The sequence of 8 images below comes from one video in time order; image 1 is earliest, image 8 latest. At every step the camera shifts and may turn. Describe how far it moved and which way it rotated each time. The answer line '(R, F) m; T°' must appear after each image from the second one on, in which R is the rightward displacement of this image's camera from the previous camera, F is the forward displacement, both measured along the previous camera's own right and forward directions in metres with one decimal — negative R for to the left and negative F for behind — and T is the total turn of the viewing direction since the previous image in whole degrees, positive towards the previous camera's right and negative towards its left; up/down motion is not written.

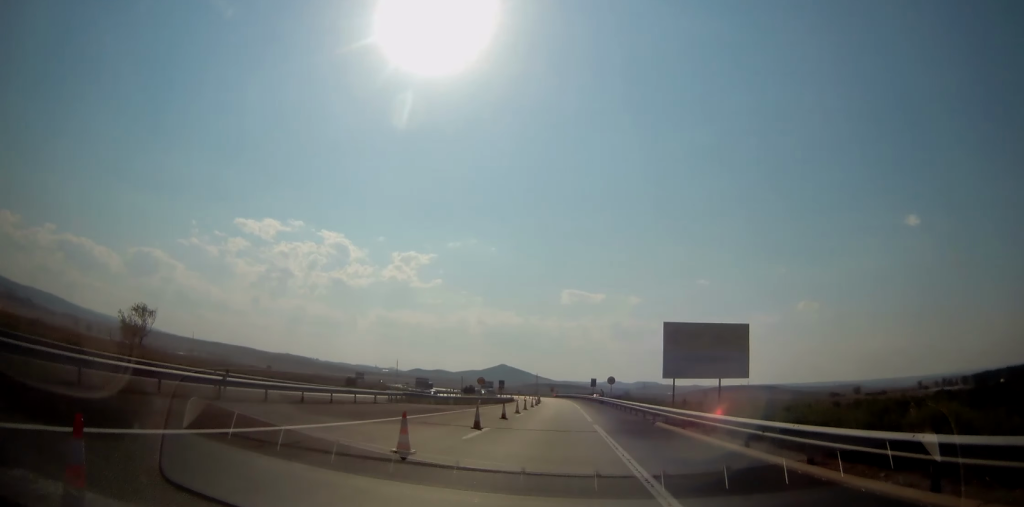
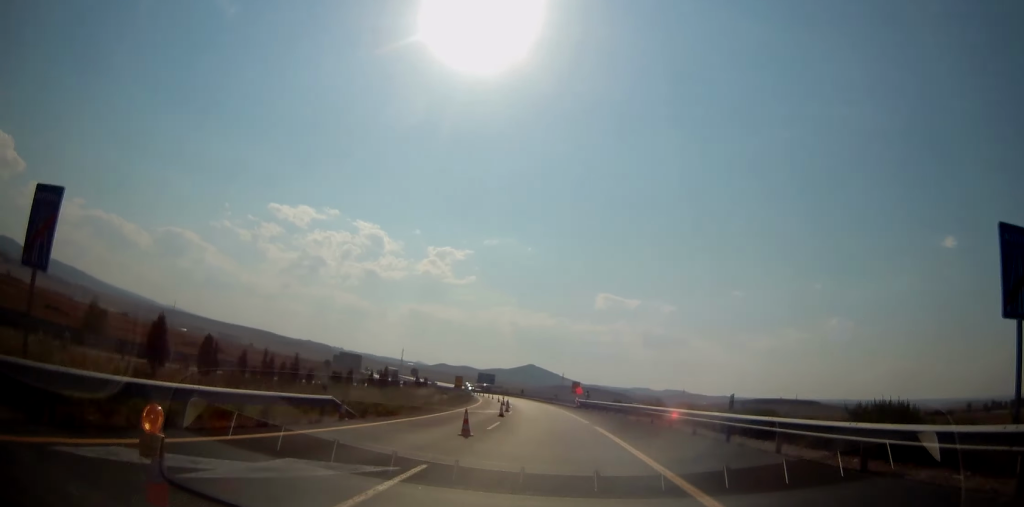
(+2.3, +89.7) m; -4°
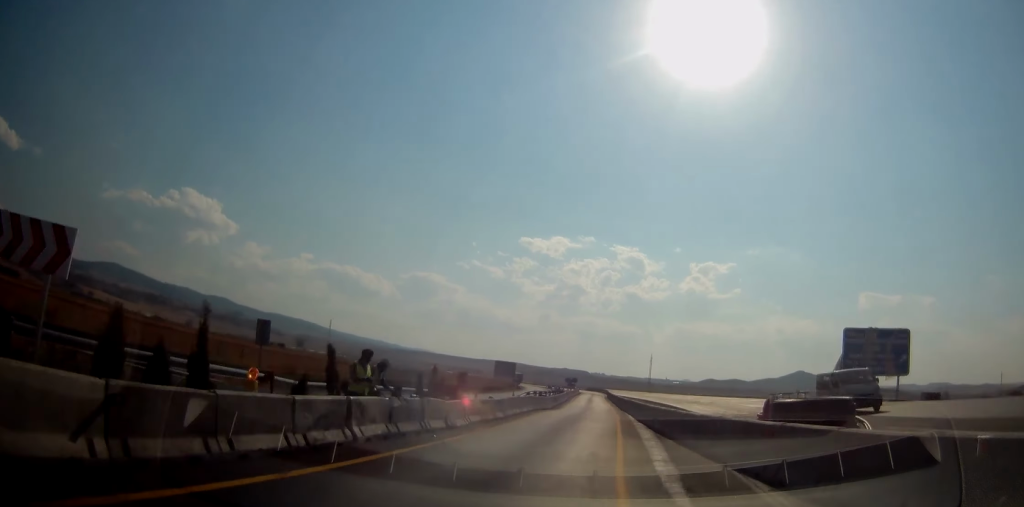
(-23.7, +160.0) m; -13°
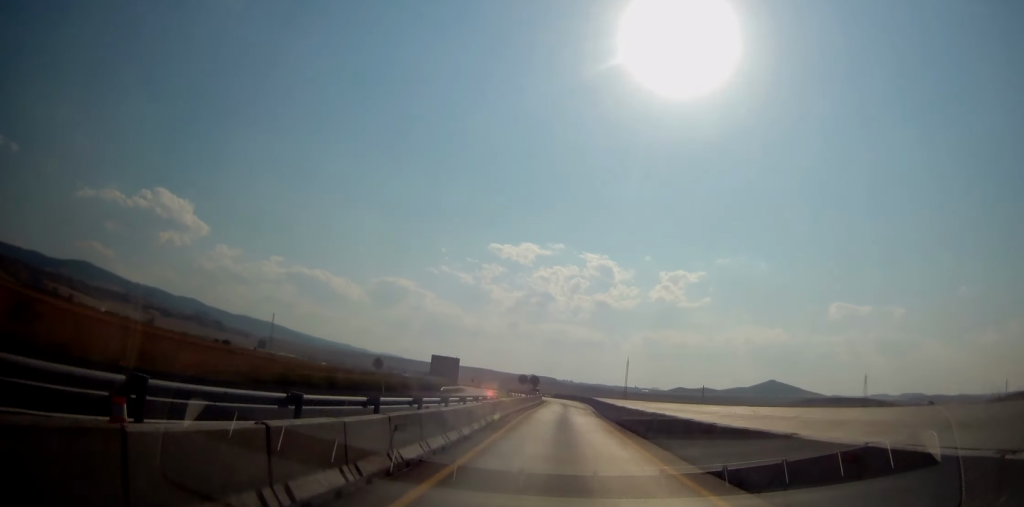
(-1.3, +55.0) m; -4°
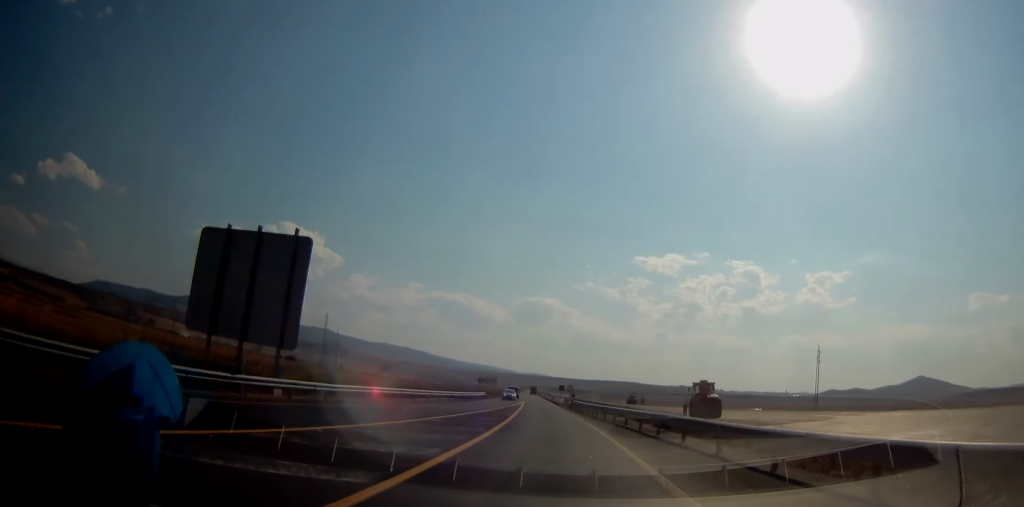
(-13.6, +139.0) m; -10°
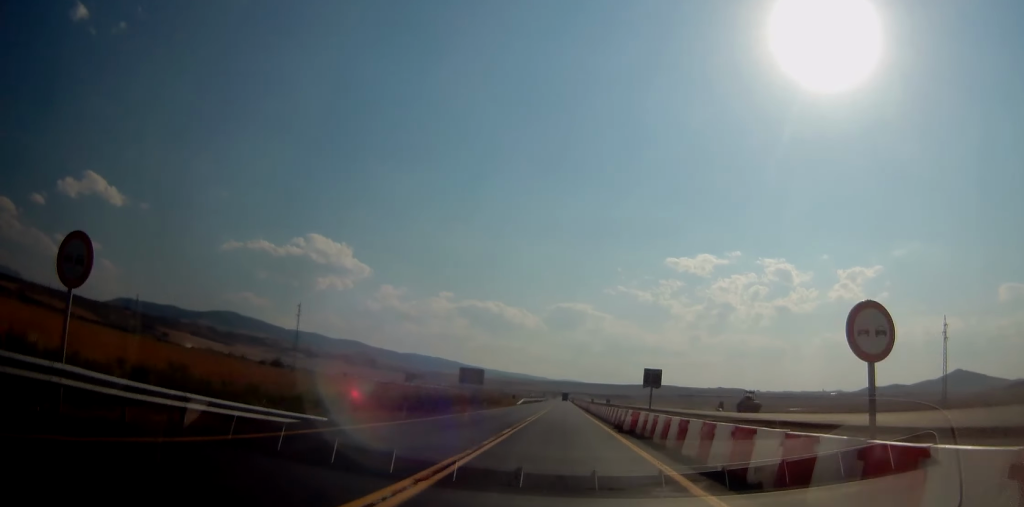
(-3.9, +88.1) m; -2°
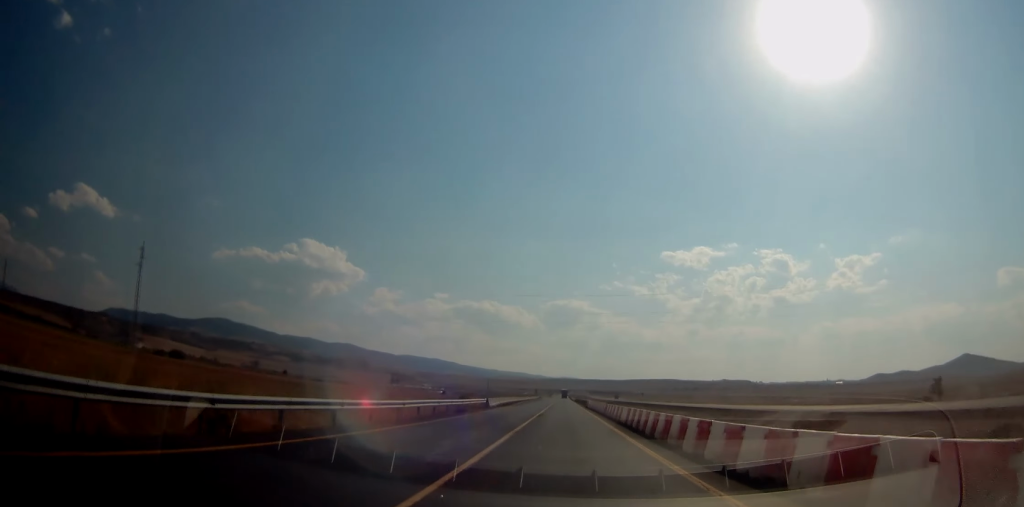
(-1.7, +118.0) m; -1°
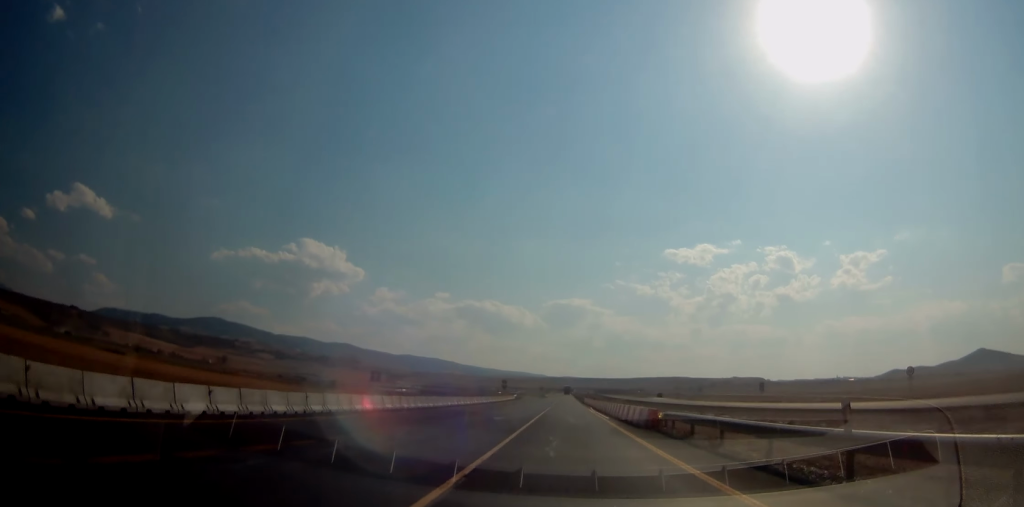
(+0.1, +160.8) m; 0°
